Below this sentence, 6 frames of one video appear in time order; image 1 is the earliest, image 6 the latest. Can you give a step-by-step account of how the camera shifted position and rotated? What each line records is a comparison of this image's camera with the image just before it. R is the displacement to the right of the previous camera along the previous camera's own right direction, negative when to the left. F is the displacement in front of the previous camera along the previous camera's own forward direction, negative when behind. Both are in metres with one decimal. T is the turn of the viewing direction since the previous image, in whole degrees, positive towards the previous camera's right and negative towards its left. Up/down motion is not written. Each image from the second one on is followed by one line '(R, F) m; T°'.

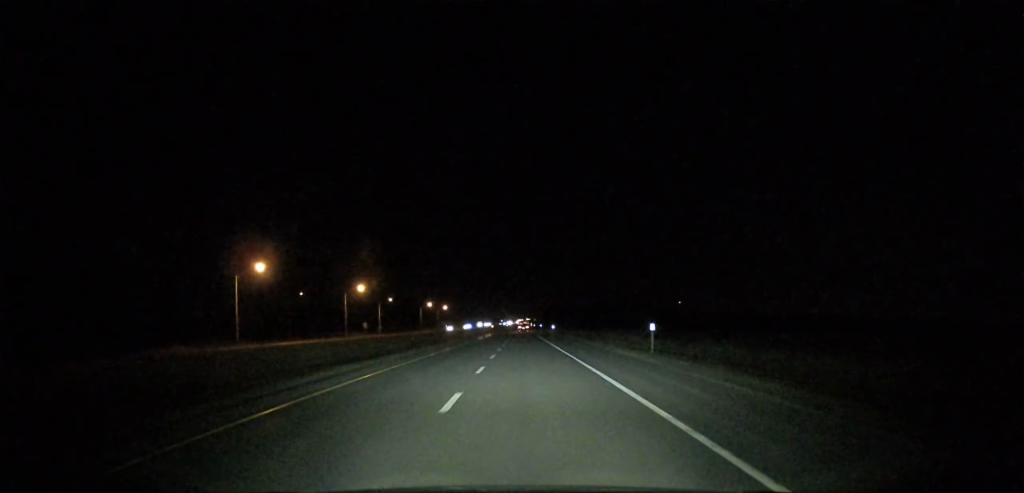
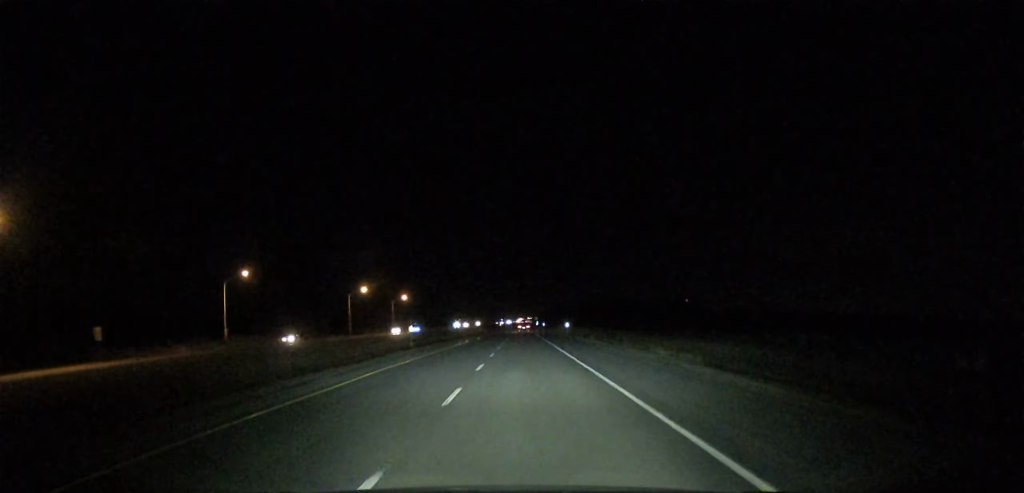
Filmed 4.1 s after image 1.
(+0.1, +112.8) m; 0°
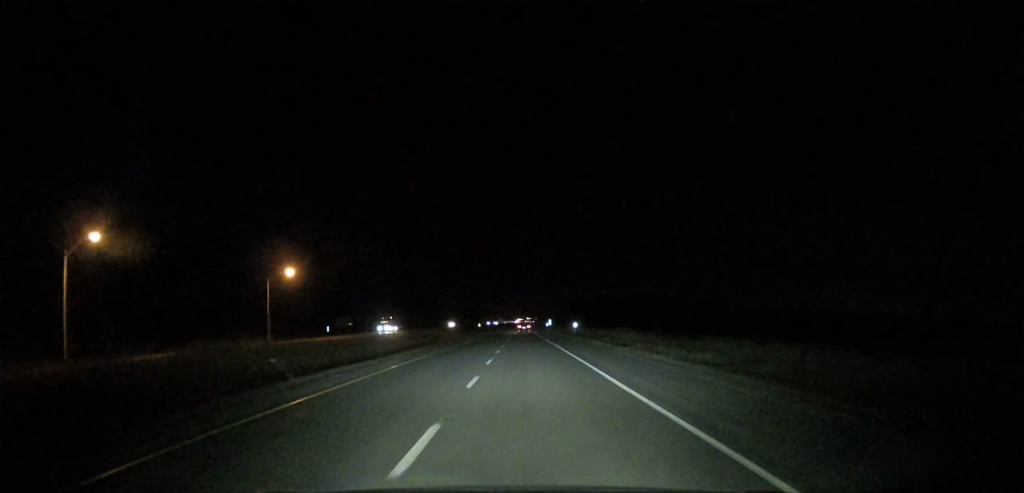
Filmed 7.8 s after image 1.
(-0.2, +105.2) m; 0°
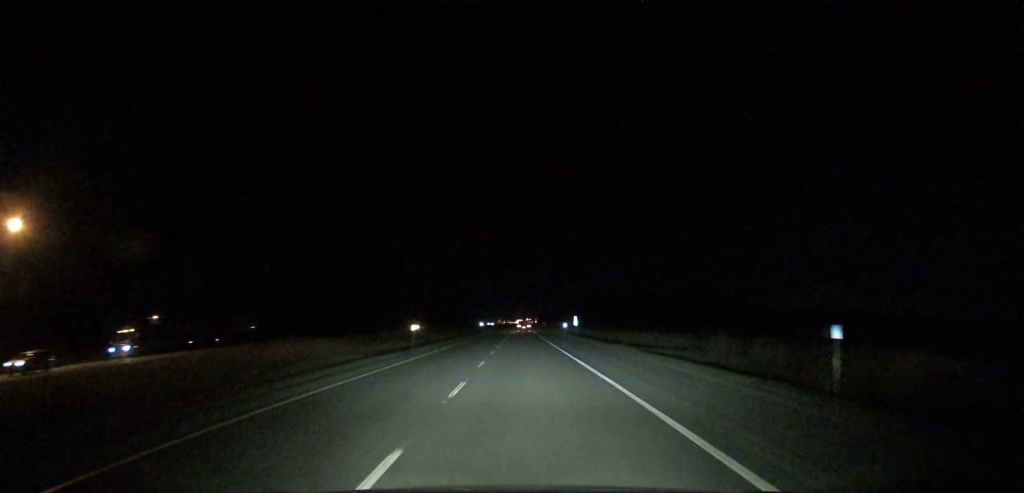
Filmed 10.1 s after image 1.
(-0.1, +62.1) m; 0°
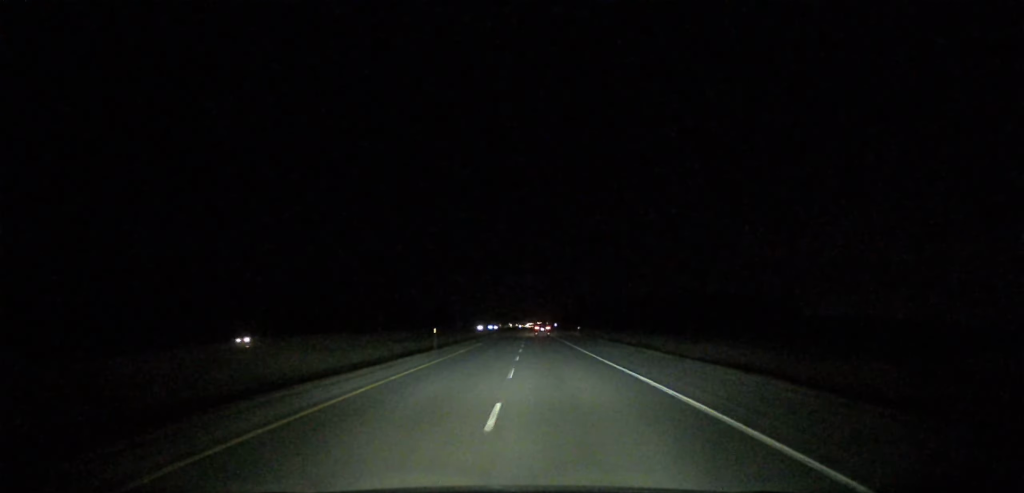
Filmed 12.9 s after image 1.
(0.0, +78.1) m; 0°
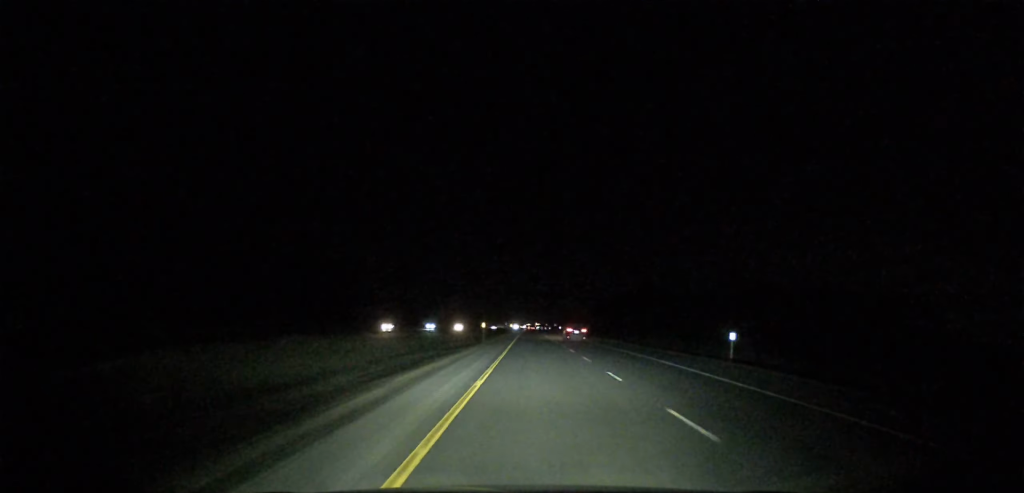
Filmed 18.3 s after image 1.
(-0.4, +137.1) m; 0°
